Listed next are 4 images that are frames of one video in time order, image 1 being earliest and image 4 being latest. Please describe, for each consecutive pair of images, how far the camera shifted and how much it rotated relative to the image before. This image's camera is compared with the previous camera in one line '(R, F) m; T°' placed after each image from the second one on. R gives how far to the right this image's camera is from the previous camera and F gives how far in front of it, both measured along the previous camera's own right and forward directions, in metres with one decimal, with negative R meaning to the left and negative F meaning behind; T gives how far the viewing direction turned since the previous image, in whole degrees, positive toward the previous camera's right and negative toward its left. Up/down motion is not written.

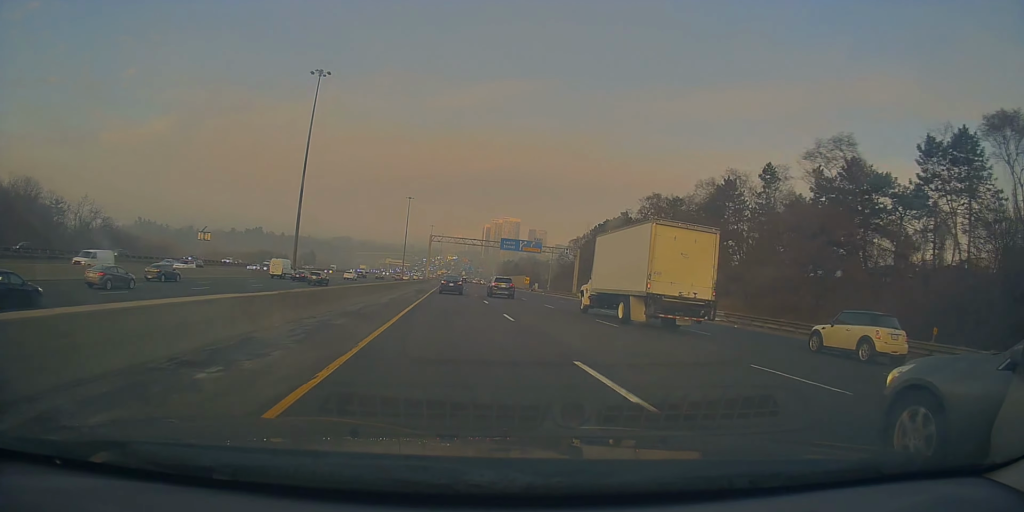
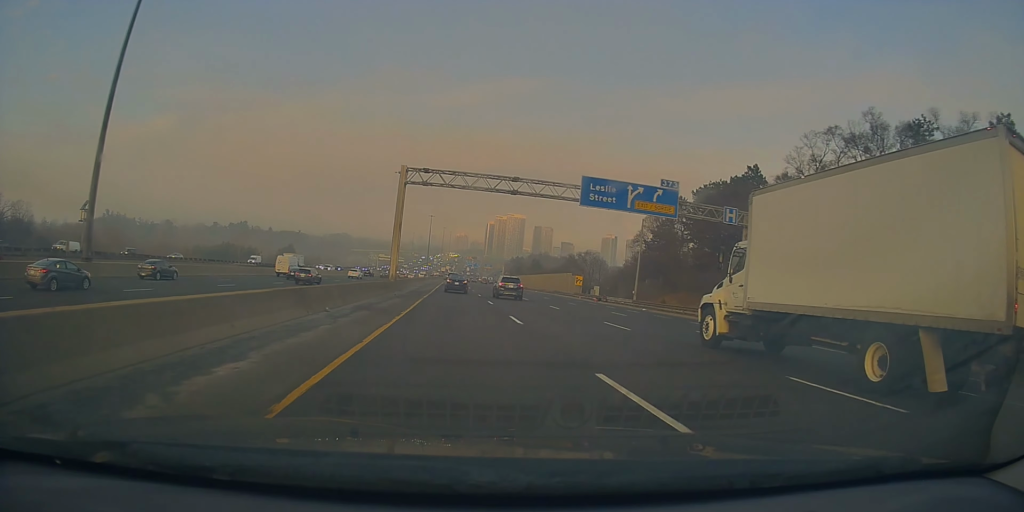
(-0.6, +60.1) m; +1°
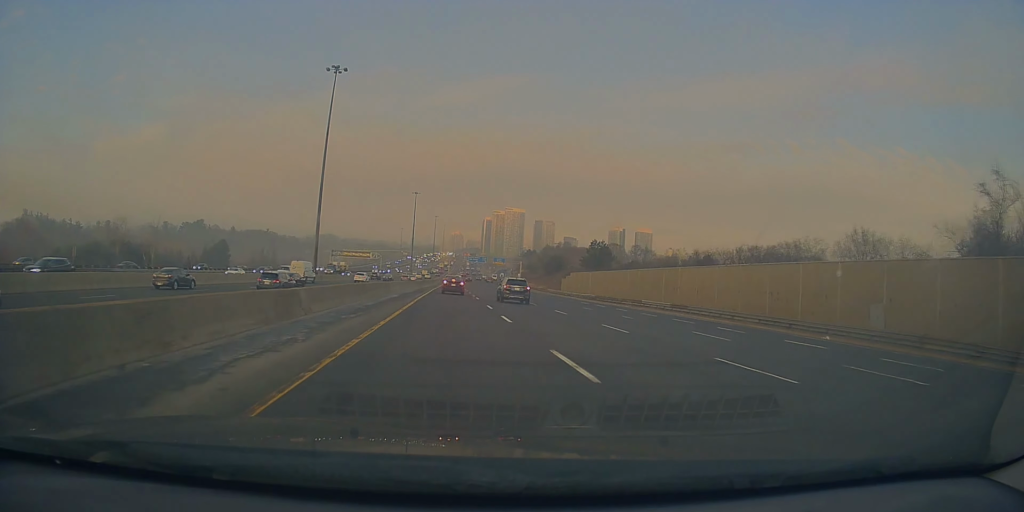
(+0.6, +104.1) m; 0°
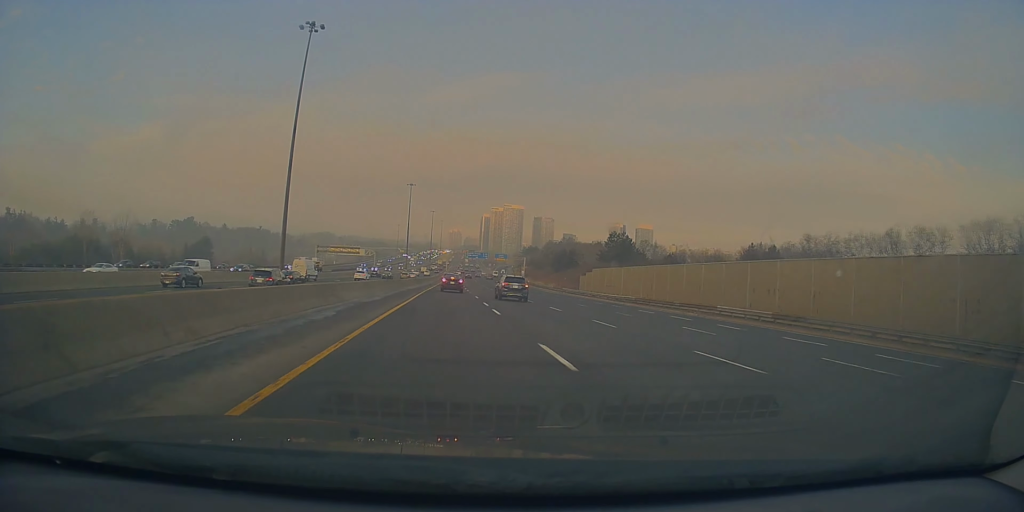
(0.0, +17.5) m; 0°
